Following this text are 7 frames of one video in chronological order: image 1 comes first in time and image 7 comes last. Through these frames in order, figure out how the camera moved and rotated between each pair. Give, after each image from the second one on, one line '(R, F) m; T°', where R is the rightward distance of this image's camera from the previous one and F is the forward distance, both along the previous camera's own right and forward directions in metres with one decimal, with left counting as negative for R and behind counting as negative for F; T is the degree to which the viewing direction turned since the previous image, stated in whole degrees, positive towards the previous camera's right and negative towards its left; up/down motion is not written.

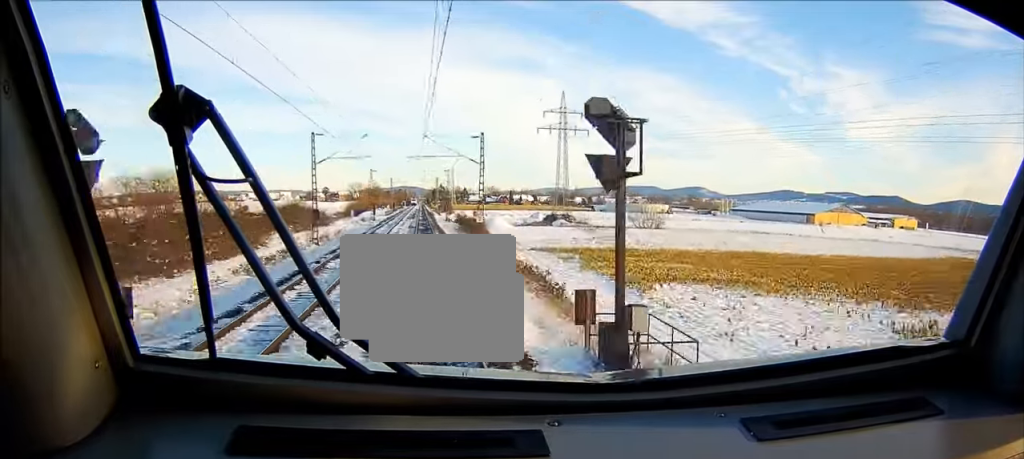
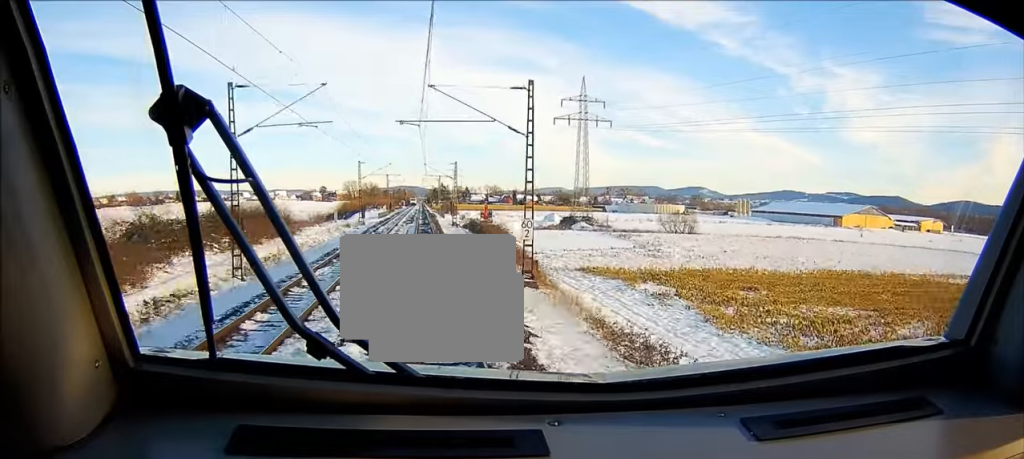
(0.0, +20.8) m; 0°
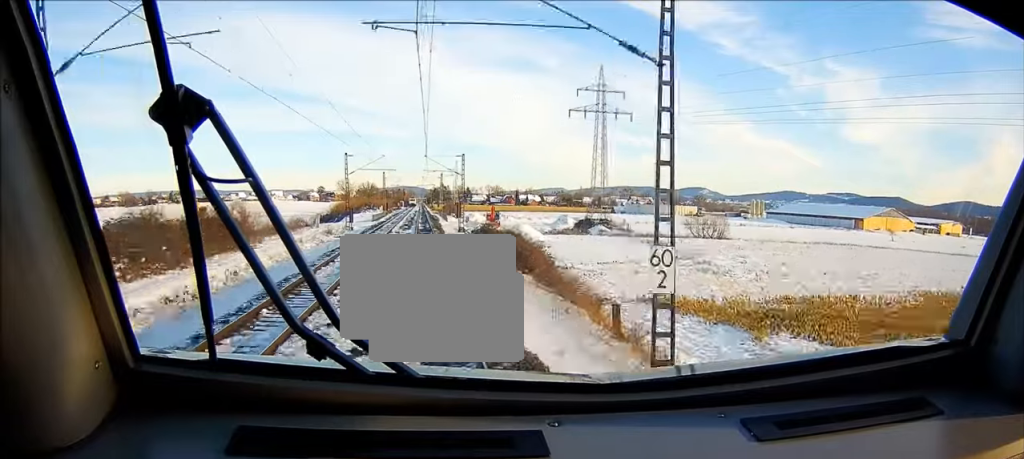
(0.0, +17.0) m; 0°
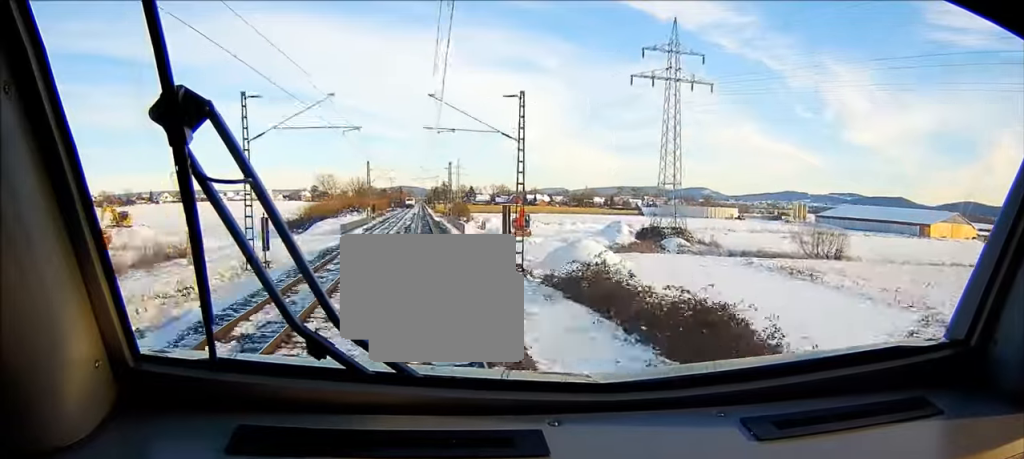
(0.0, +40.5) m; 0°
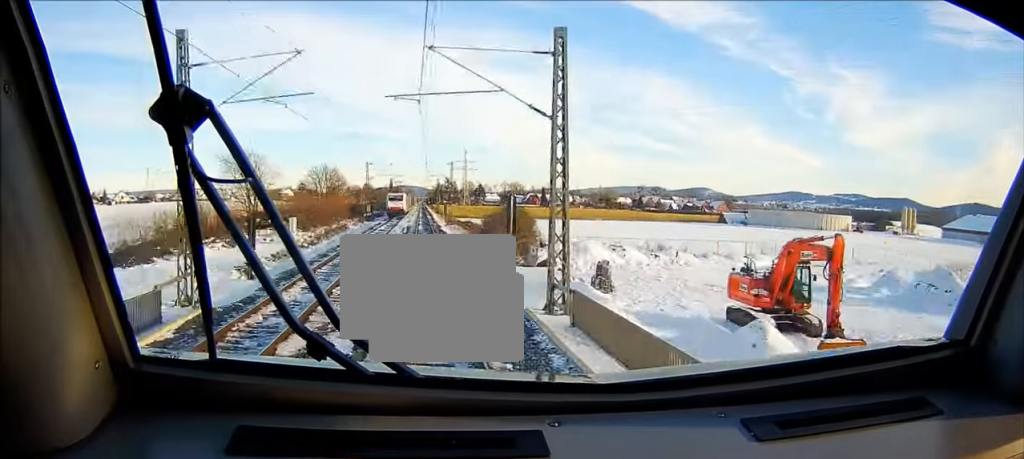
(-0.1, +79.8) m; 0°
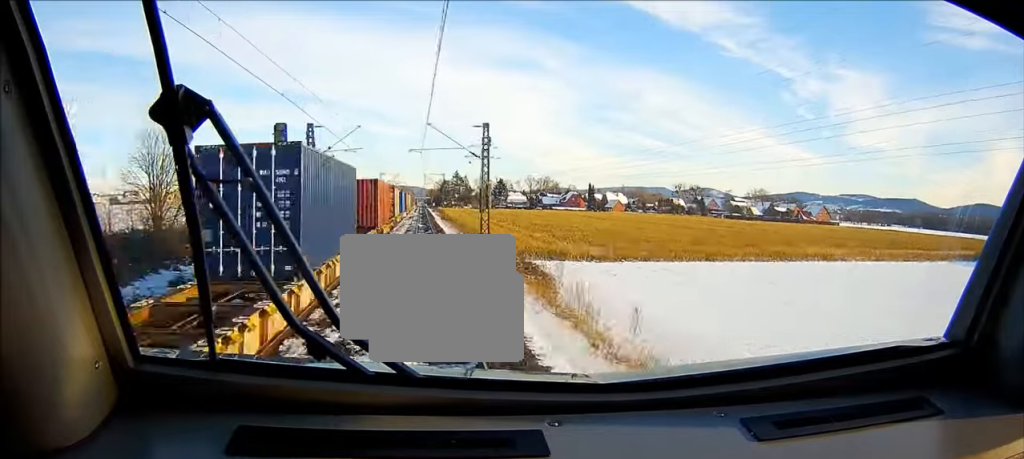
(-0.5, +124.3) m; 0°
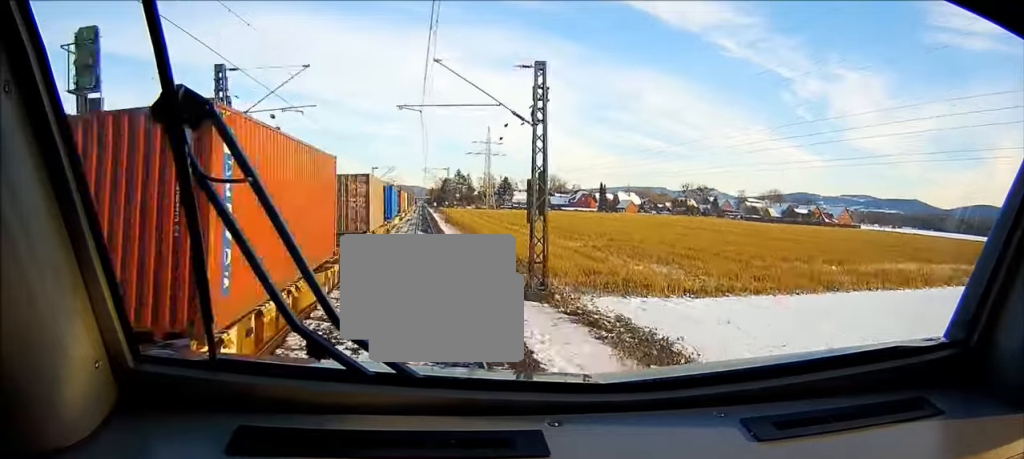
(0.0, +19.6) m; 0°
